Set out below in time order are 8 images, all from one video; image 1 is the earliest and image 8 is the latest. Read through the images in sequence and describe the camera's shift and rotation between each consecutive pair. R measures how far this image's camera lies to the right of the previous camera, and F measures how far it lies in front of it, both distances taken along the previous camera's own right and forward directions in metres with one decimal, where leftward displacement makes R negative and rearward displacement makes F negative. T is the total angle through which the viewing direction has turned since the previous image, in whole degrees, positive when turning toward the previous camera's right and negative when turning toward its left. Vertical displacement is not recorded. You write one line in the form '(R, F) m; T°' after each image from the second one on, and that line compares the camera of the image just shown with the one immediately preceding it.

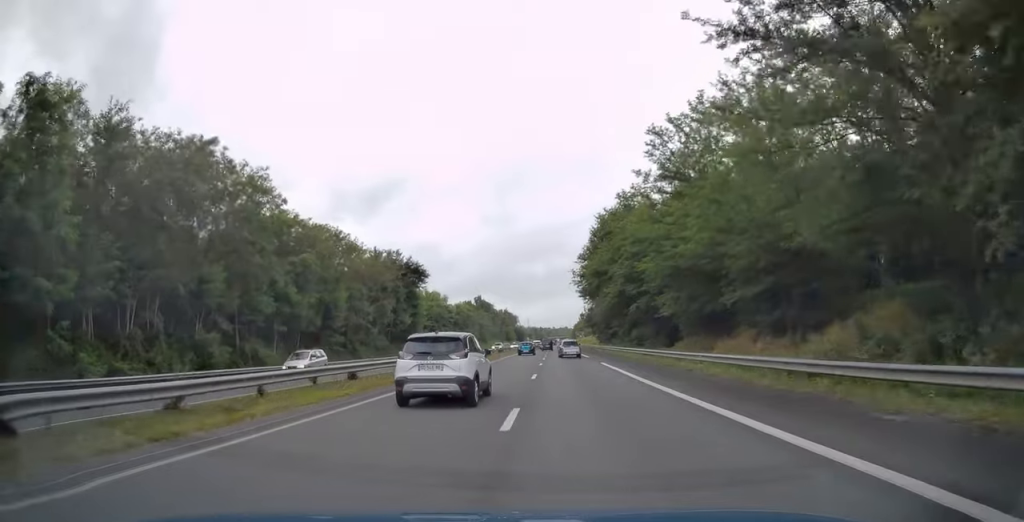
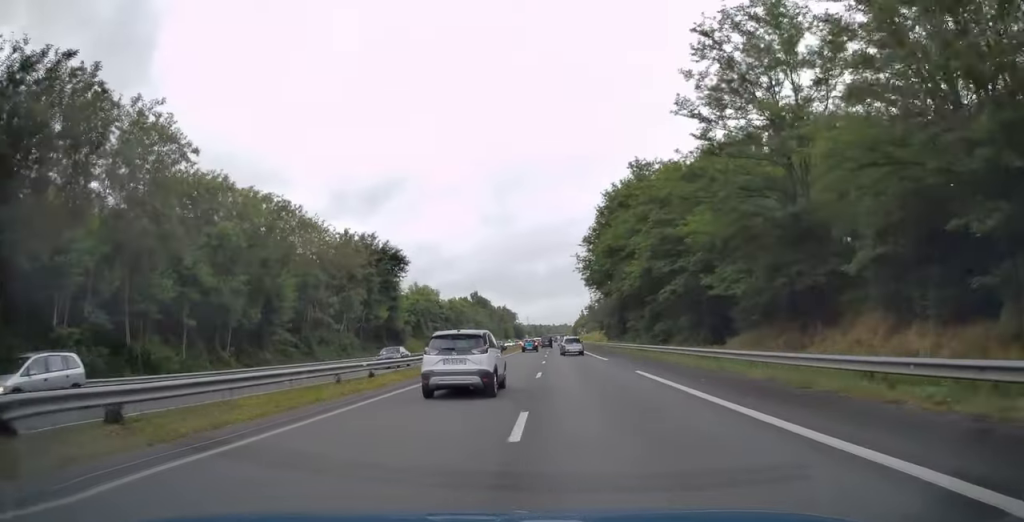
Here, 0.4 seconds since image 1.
(0.0, +13.5) m; 0°
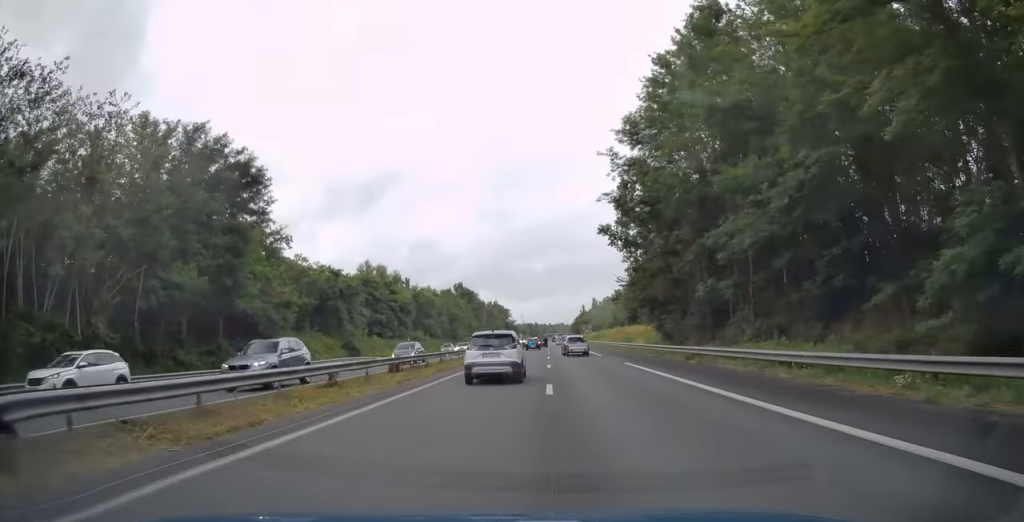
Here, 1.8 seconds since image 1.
(-0.1, +43.3) m; 0°
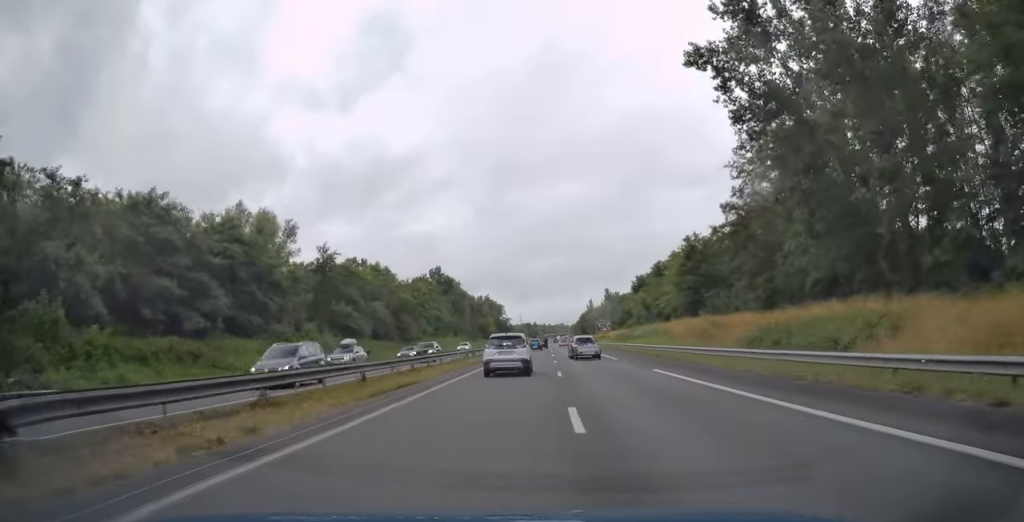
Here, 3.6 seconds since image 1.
(-0.2, +60.0) m; 0°
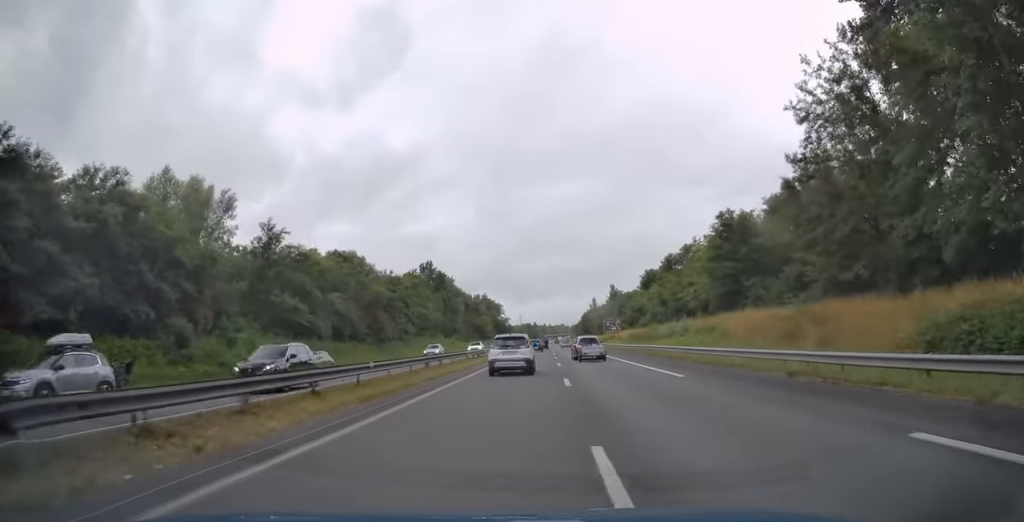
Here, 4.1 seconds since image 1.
(+0.1, +19.4) m; 0°
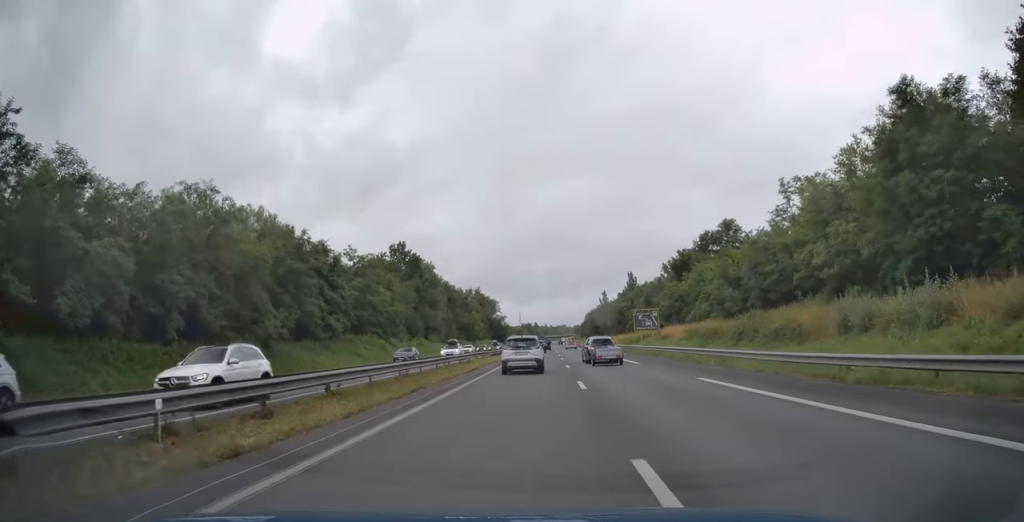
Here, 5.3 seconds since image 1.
(+0.1, +43.2) m; 0°
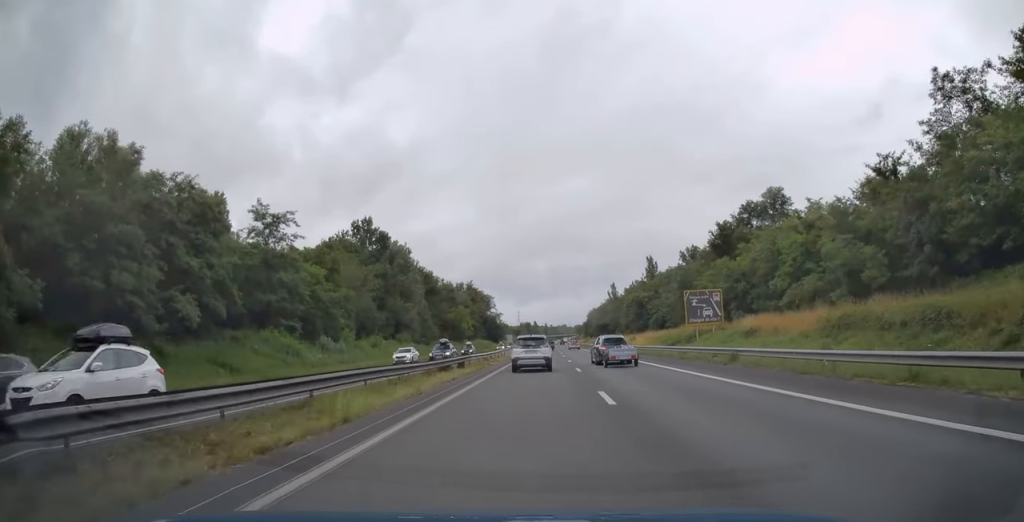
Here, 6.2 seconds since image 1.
(0.0, +31.0) m; 0°
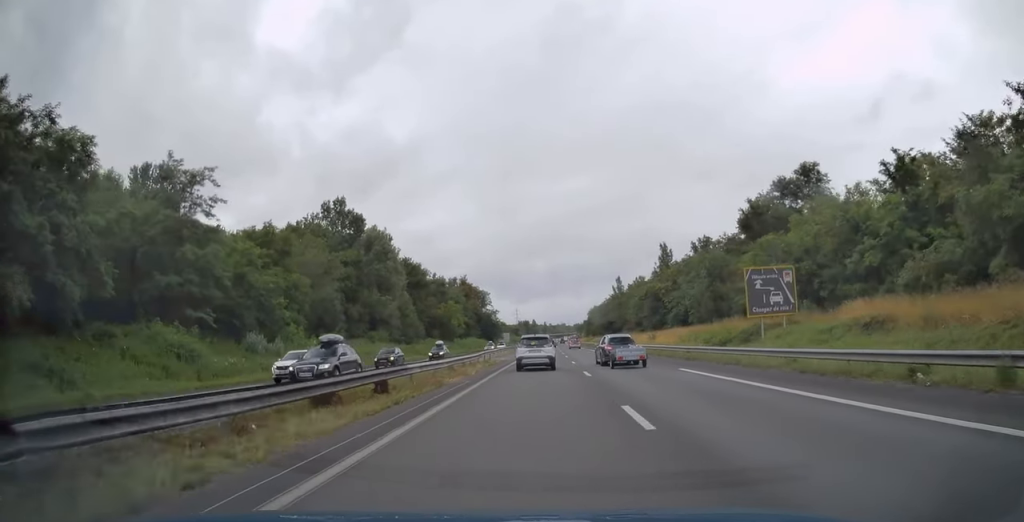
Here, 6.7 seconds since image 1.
(0.0, +17.0) m; 0°
